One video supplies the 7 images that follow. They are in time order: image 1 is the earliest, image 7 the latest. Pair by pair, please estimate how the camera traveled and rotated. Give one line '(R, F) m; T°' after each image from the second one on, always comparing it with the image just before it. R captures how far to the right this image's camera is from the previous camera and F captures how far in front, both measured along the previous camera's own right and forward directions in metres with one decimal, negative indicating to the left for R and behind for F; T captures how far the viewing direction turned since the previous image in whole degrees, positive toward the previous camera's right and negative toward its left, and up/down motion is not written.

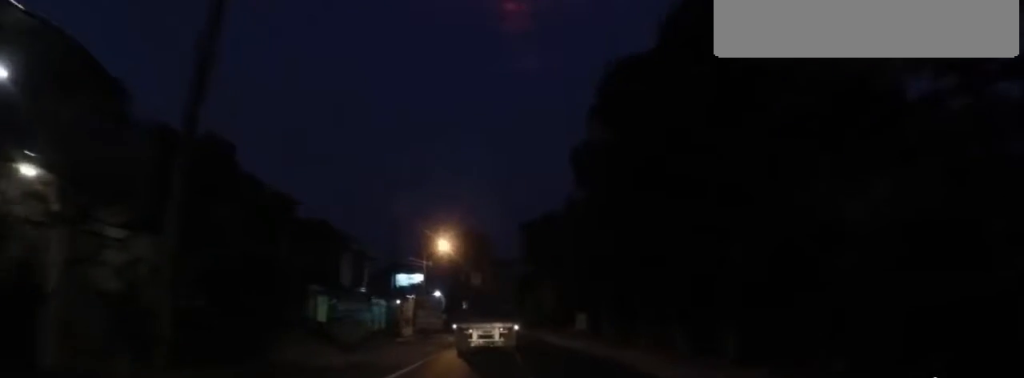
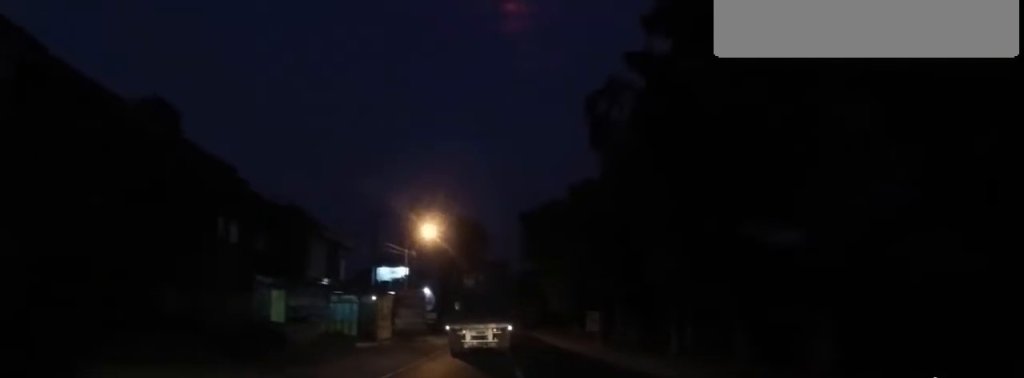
(-0.2, +5.9) m; -3°
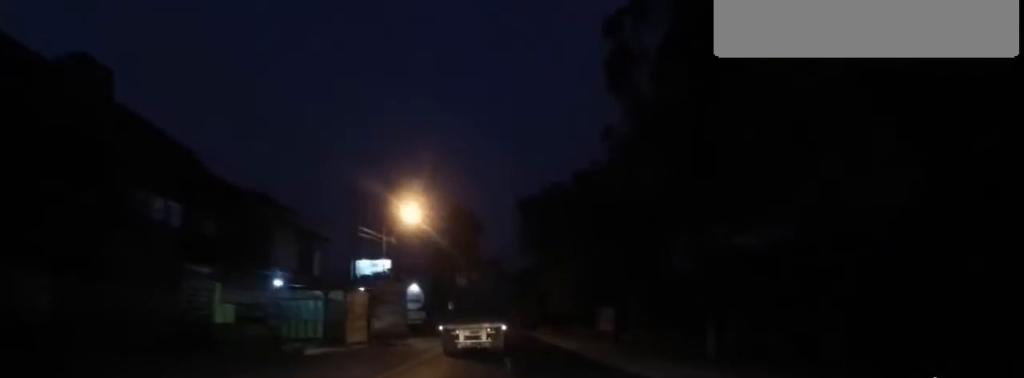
(-0.1, +5.2) m; 0°
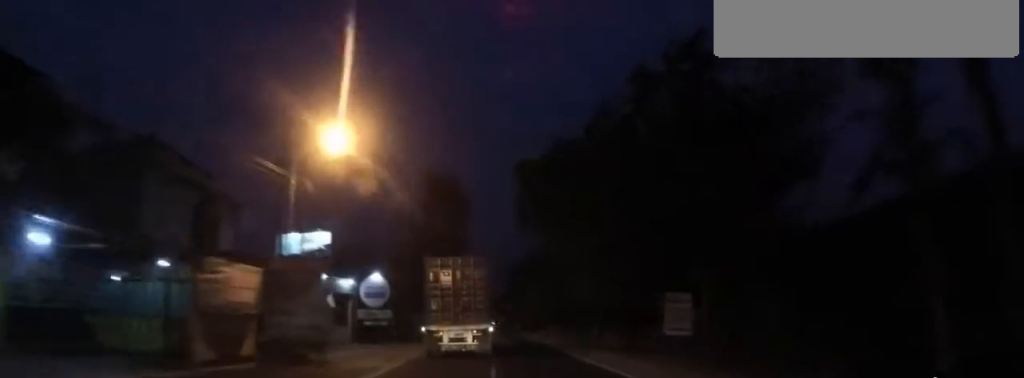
(-0.1, +11.6) m; +1°
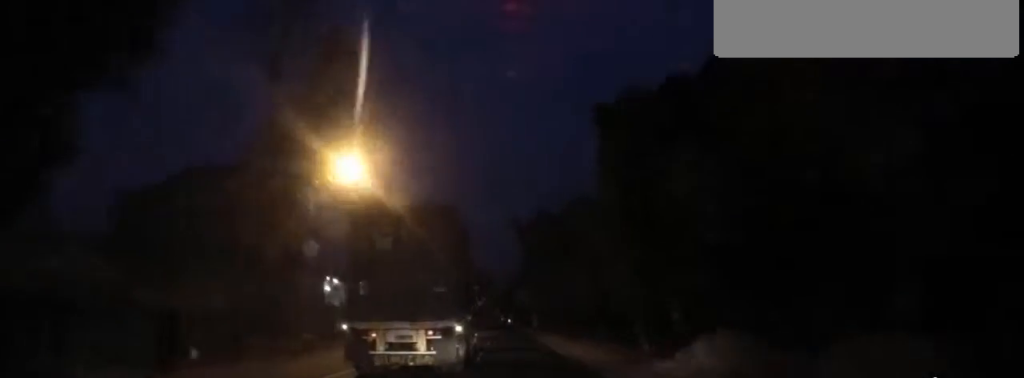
(+1.1, +38.7) m; +1°
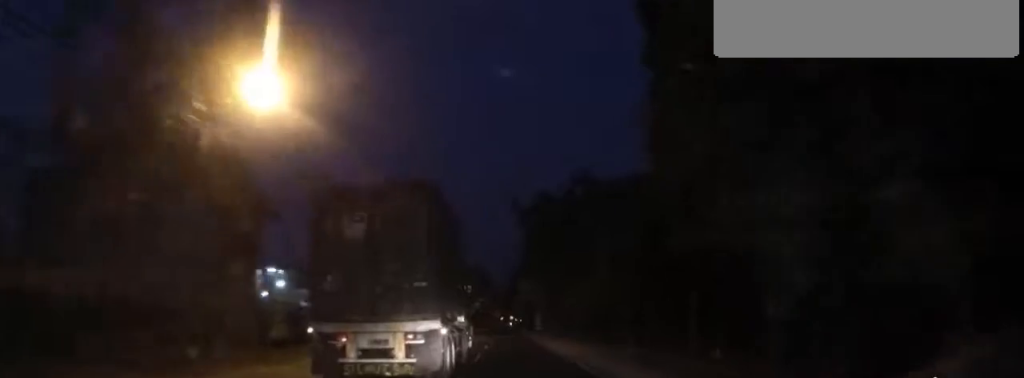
(+0.5, +7.4) m; +1°
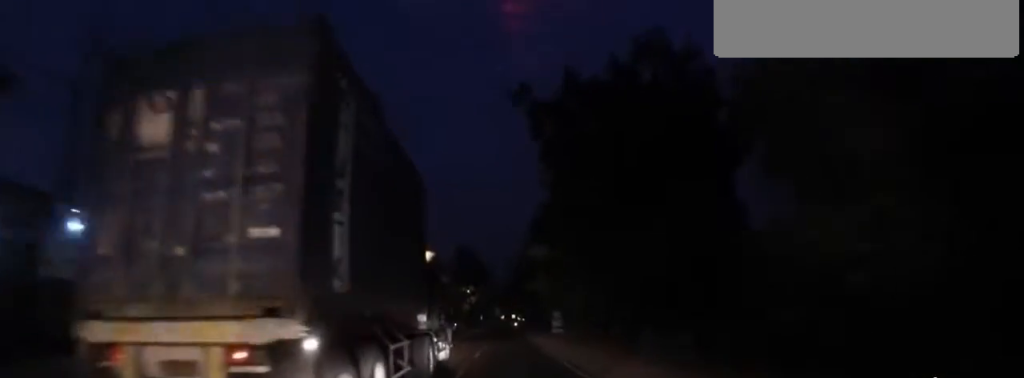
(+0.3, +20.7) m; -1°
